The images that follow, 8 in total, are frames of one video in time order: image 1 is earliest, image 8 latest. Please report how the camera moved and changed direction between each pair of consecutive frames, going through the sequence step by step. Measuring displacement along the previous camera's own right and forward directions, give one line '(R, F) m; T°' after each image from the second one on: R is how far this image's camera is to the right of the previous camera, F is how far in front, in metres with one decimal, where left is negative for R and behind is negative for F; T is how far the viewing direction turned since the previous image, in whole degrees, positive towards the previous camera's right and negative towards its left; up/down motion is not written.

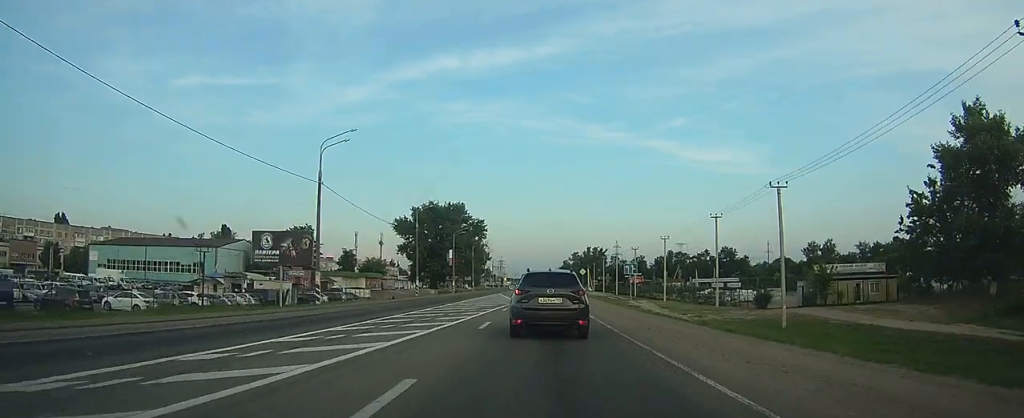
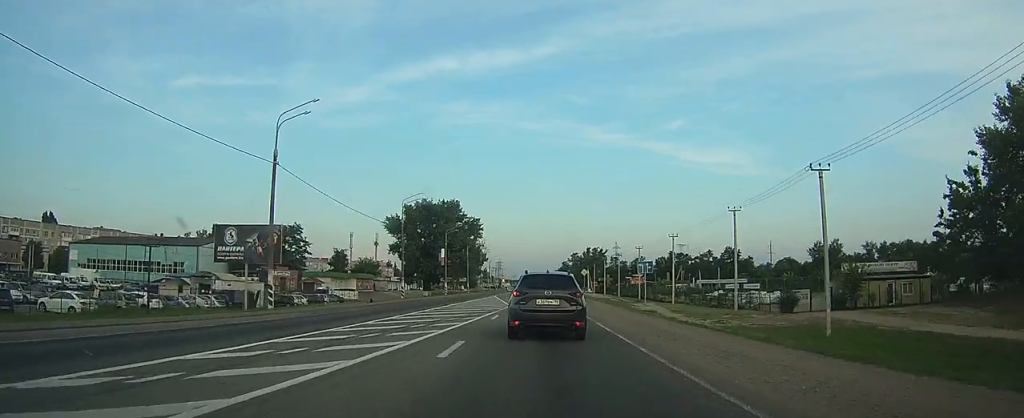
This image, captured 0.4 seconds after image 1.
(0.0, +6.3) m; 0°
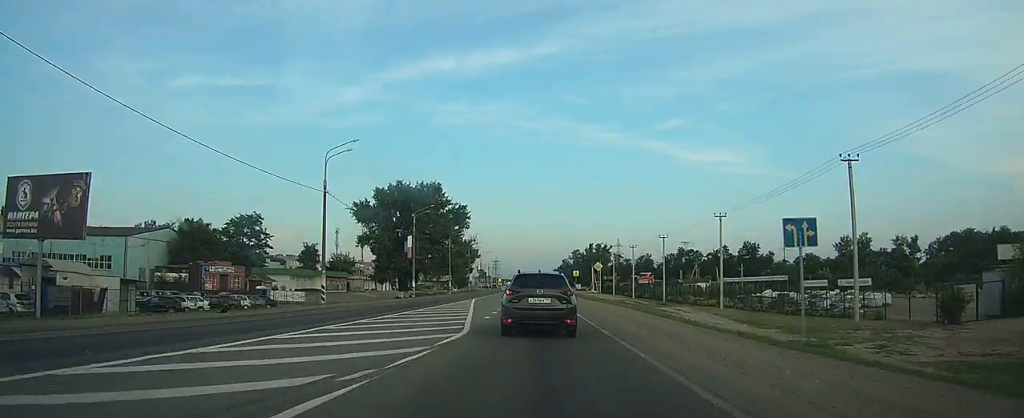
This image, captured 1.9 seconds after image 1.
(+0.2, +21.7) m; +1°
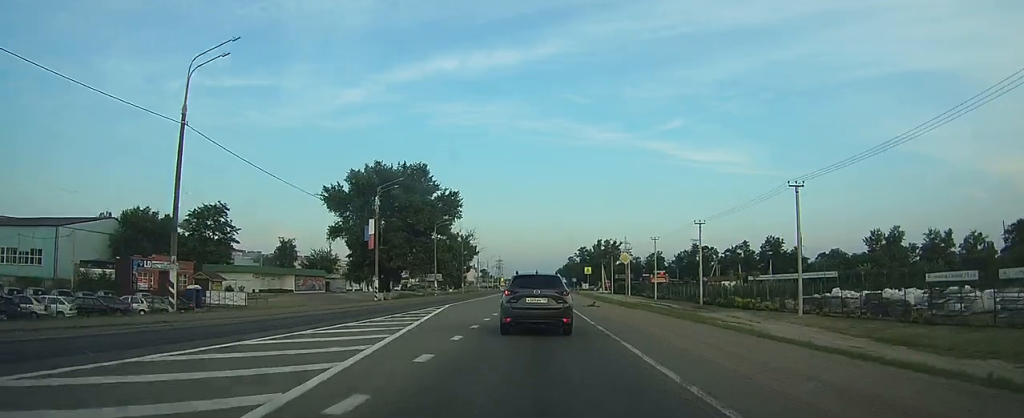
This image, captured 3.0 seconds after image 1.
(0.0, +17.1) m; 0°
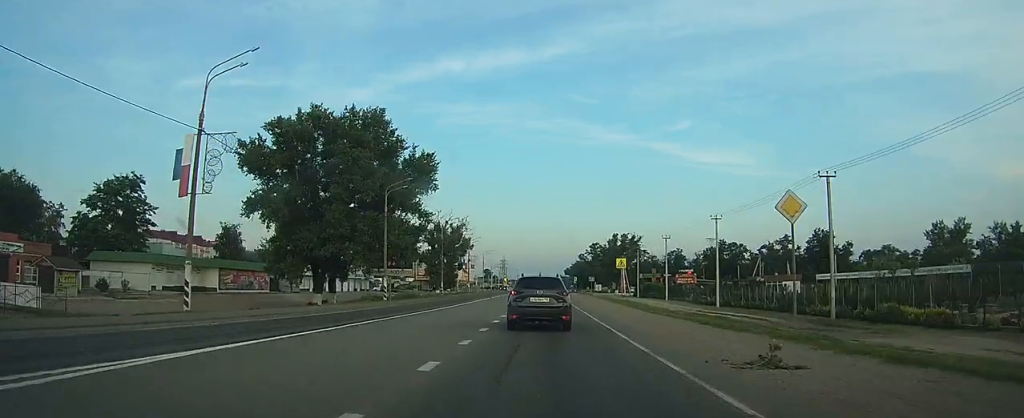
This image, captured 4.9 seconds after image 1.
(-0.3, +29.4) m; -1°
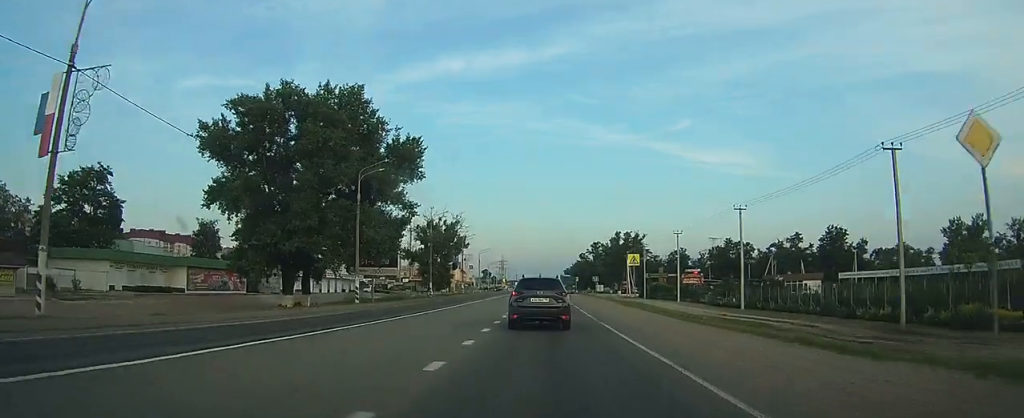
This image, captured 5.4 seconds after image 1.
(0.0, +7.9) m; 0°
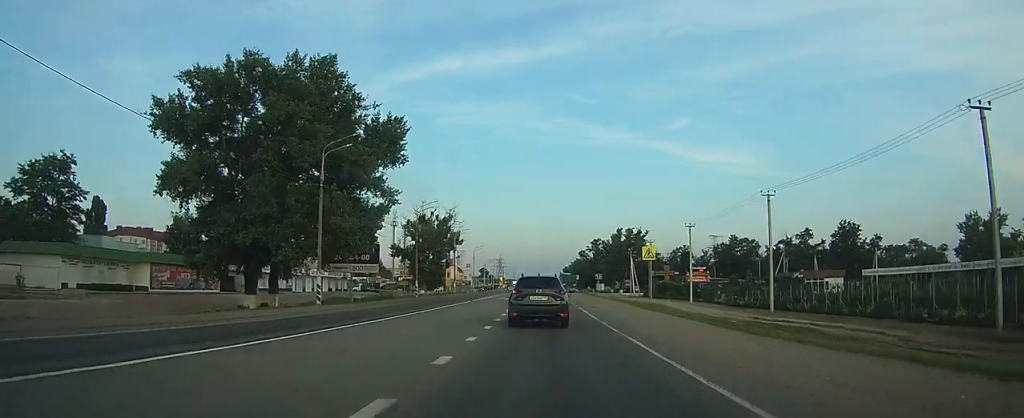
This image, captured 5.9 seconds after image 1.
(0.0, +7.4) m; 0°
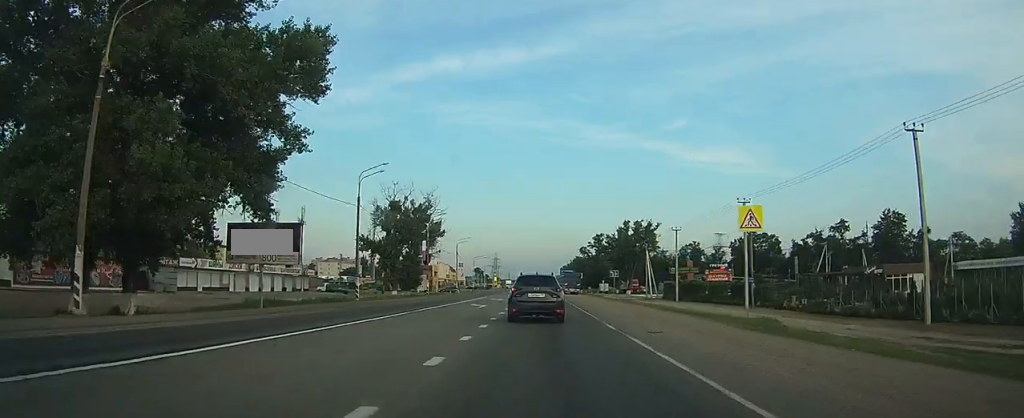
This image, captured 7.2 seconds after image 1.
(0.0, +20.5) m; 0°
